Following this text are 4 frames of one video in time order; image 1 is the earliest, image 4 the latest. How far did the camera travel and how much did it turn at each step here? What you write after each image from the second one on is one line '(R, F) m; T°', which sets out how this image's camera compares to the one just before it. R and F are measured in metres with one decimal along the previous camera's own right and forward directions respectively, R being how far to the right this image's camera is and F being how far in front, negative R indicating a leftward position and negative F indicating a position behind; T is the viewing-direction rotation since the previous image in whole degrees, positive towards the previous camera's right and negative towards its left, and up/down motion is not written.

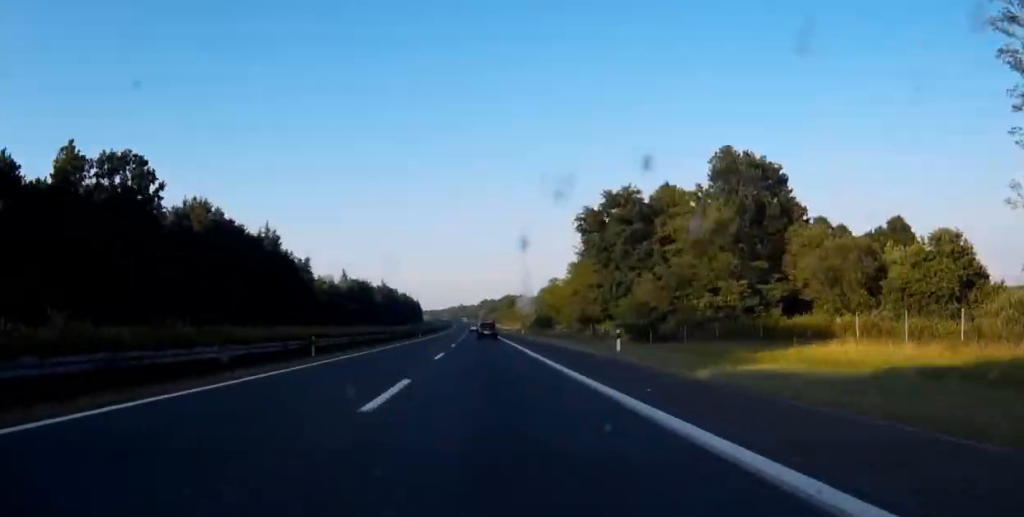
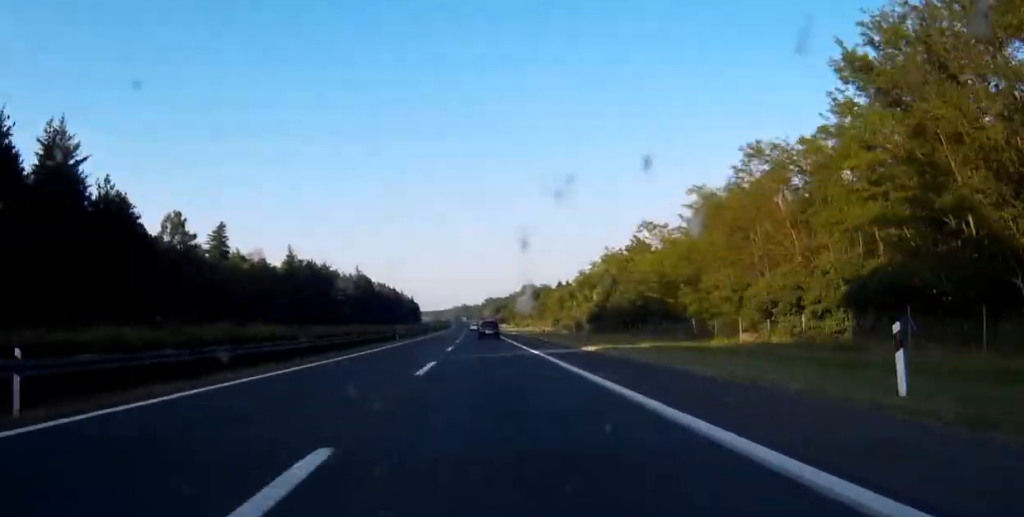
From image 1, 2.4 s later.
(-0.2, +80.5) m; 0°
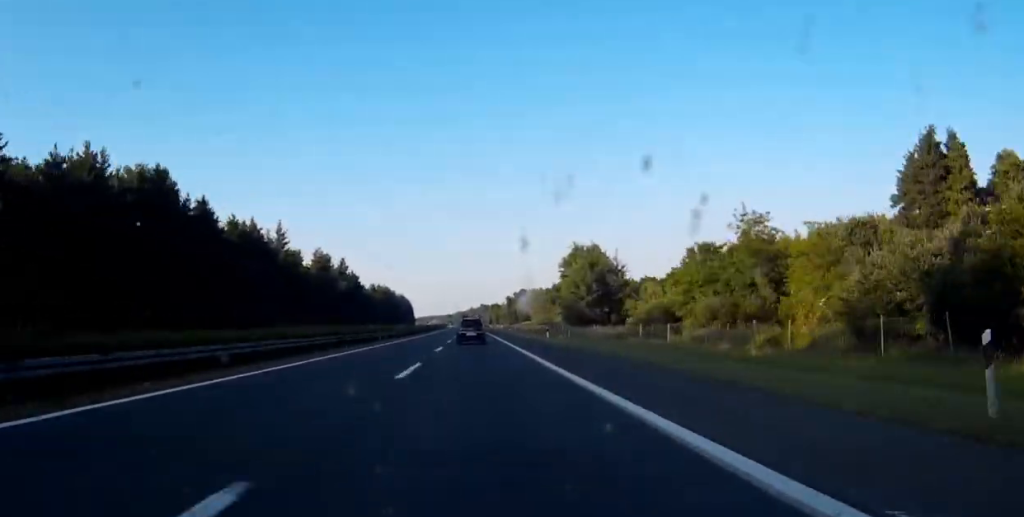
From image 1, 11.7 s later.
(-2.9, +303.2) m; -1°
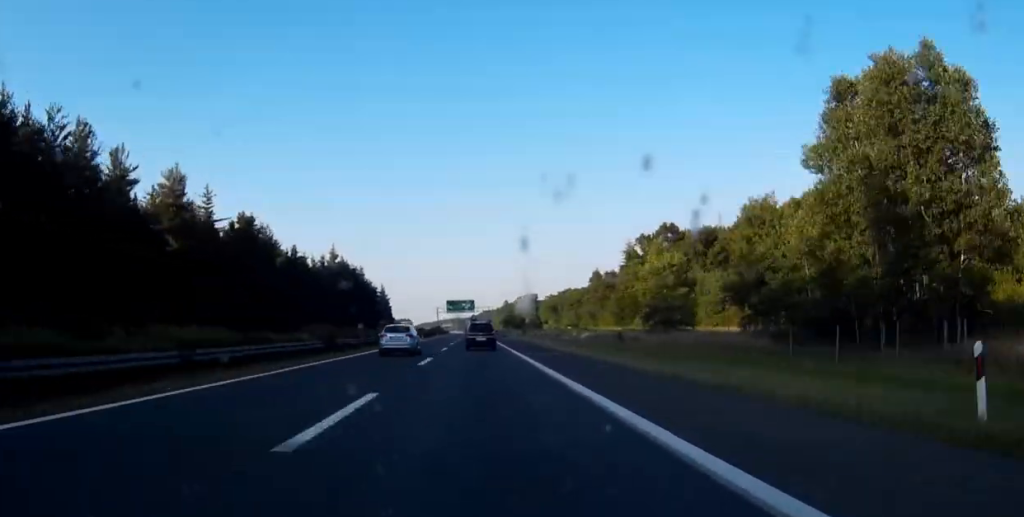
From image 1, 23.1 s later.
(-6.8, +350.4) m; -2°
